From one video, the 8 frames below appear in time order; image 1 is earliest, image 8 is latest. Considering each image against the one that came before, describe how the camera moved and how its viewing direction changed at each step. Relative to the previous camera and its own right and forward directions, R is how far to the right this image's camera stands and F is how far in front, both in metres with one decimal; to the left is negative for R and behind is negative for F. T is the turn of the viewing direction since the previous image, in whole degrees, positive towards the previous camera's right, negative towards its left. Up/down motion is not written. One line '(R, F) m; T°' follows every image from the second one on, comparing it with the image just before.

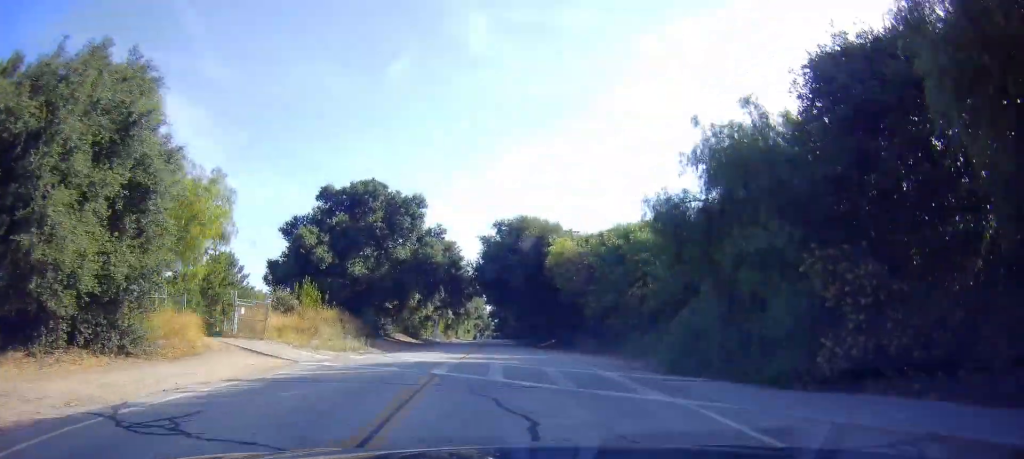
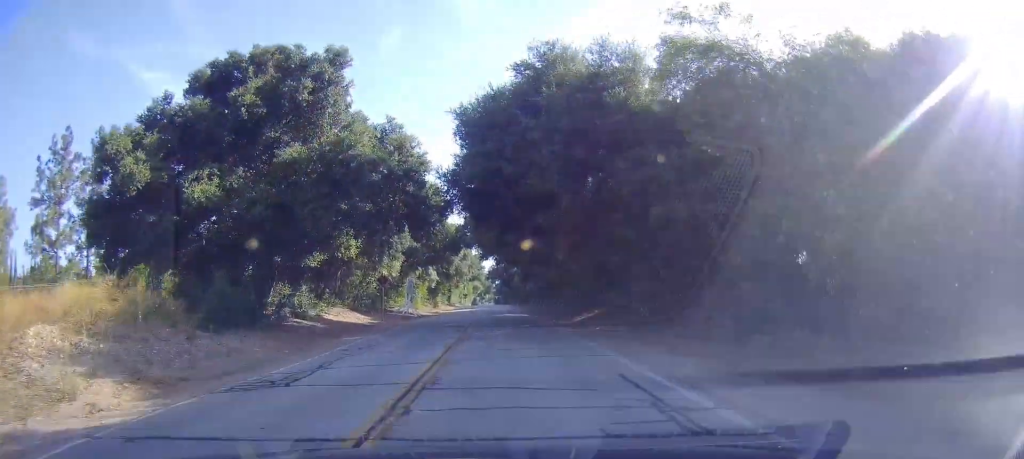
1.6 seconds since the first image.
(+0.4, +24.6) m; +2°
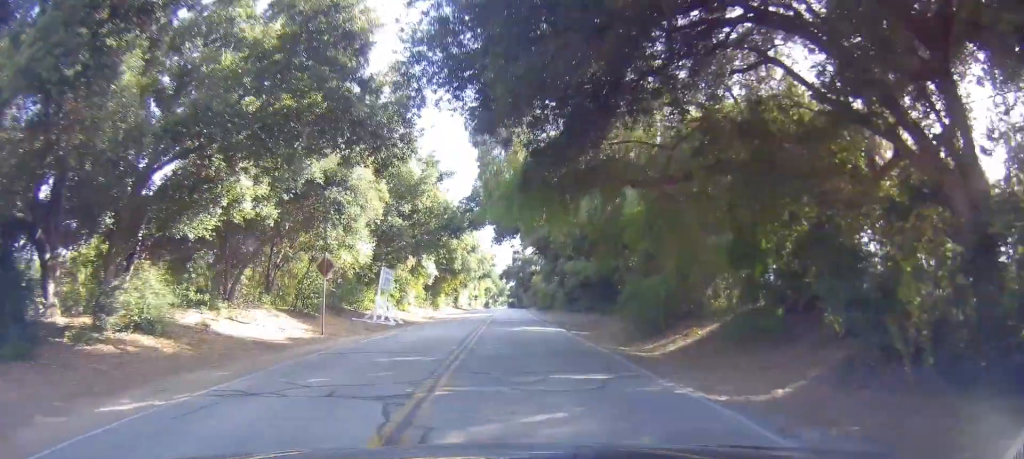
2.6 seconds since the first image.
(+0.1, +15.5) m; +6°
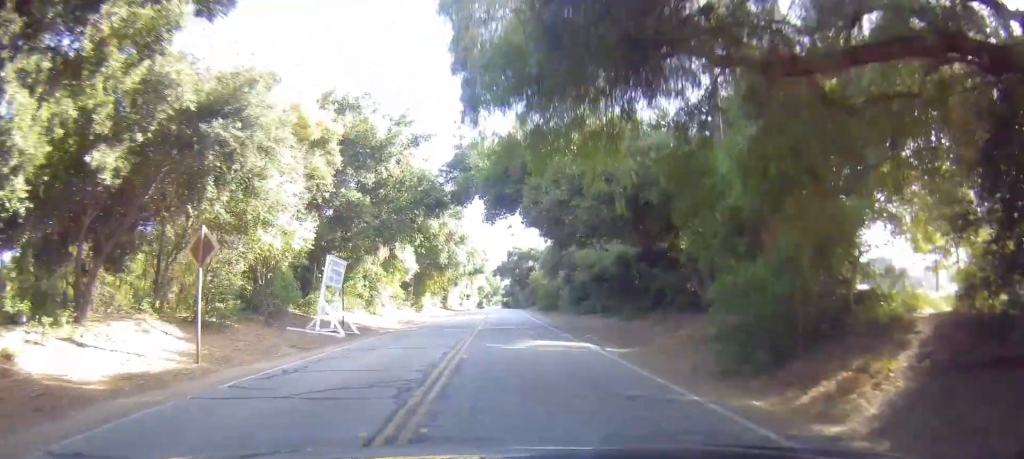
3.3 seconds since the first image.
(+0.7, +9.8) m; +1°
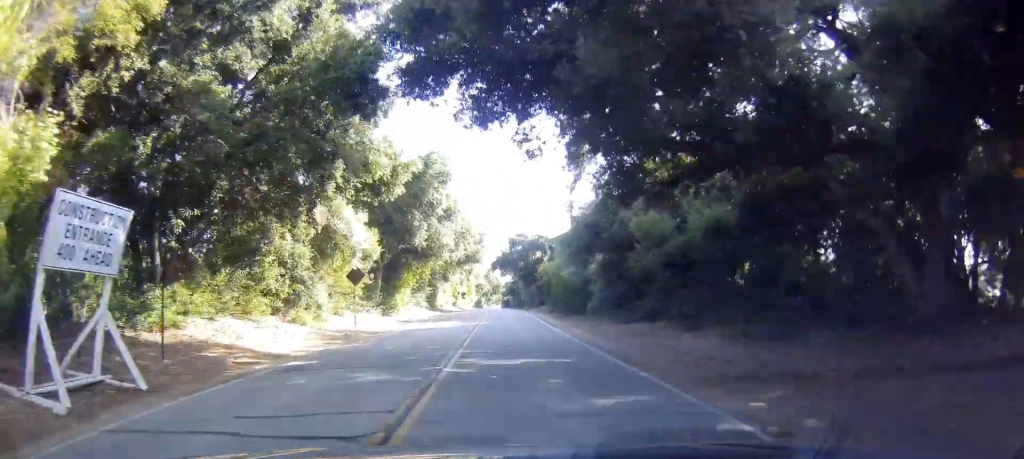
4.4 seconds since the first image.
(-0.2, +15.2) m; -10°
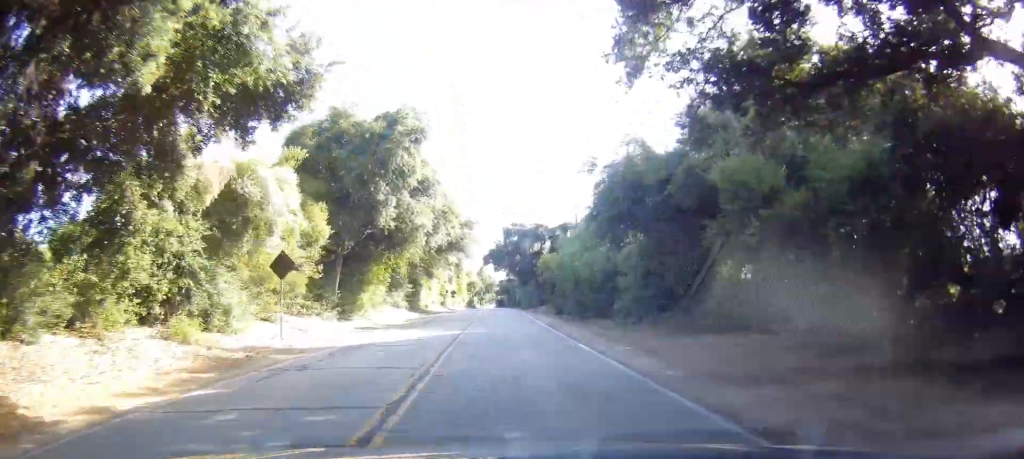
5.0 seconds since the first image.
(-0.5, +8.7) m; -7°
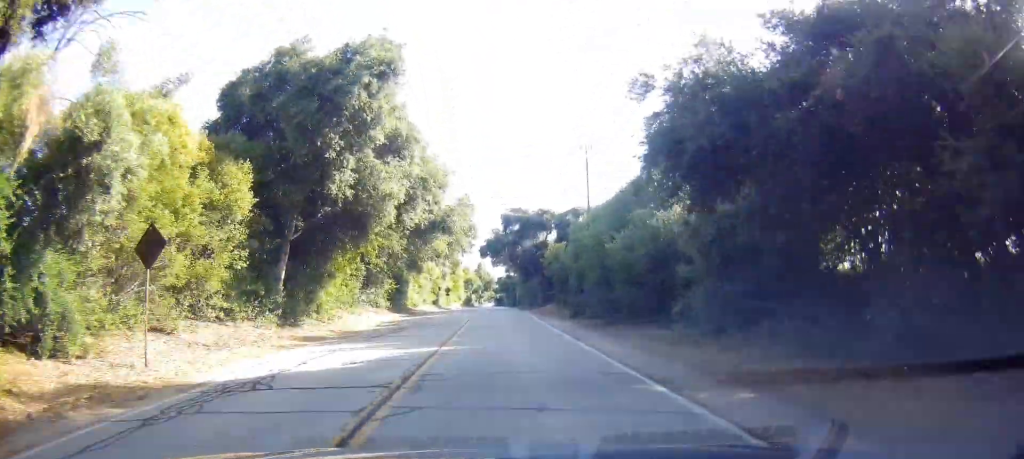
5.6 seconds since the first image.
(-1.2, +9.2) m; 0°
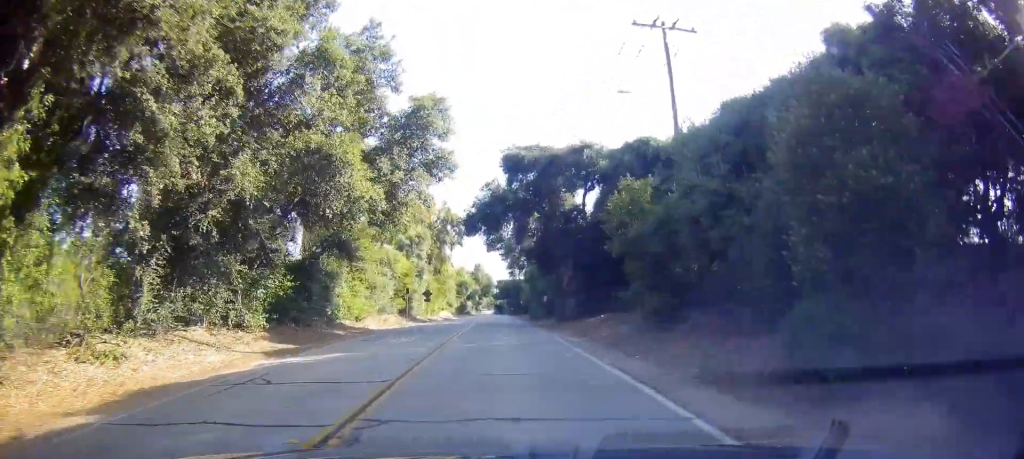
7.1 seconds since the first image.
(+2.6, +24.7) m; +10°
